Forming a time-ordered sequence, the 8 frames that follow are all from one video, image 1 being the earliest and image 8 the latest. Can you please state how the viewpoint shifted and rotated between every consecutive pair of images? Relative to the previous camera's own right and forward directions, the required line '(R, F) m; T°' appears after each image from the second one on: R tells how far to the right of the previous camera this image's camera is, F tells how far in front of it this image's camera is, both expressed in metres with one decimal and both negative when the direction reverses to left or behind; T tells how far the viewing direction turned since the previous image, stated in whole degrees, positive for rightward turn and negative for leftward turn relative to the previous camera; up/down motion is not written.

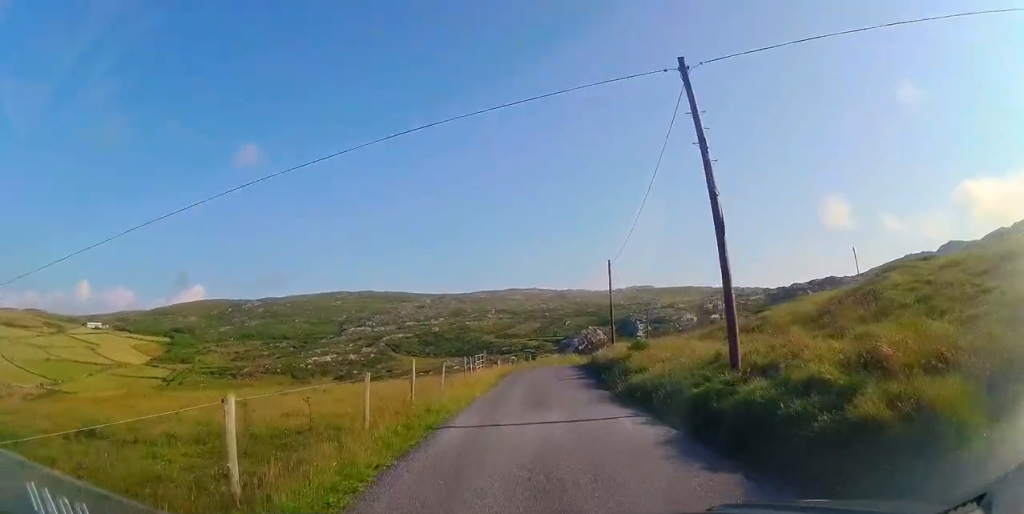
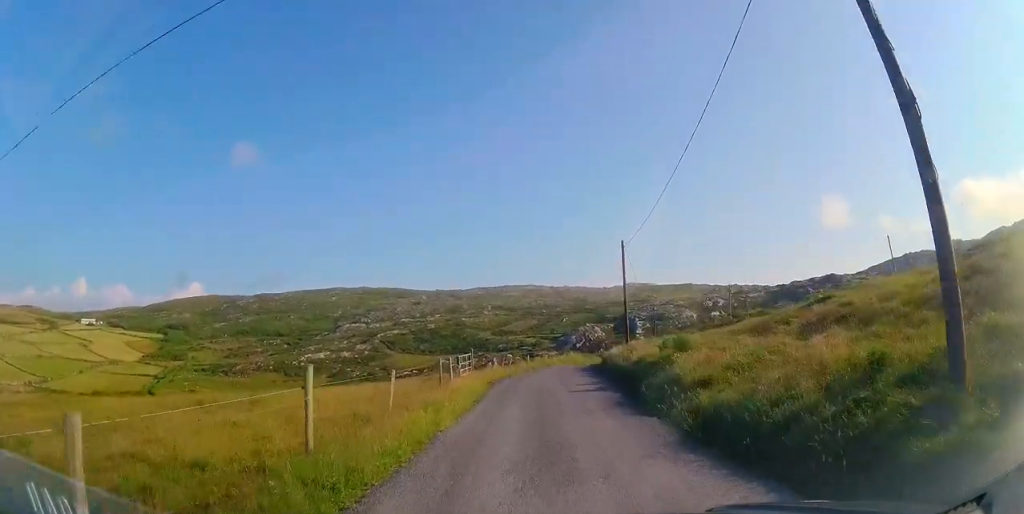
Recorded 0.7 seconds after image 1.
(+0.1, +6.1) m; +1°
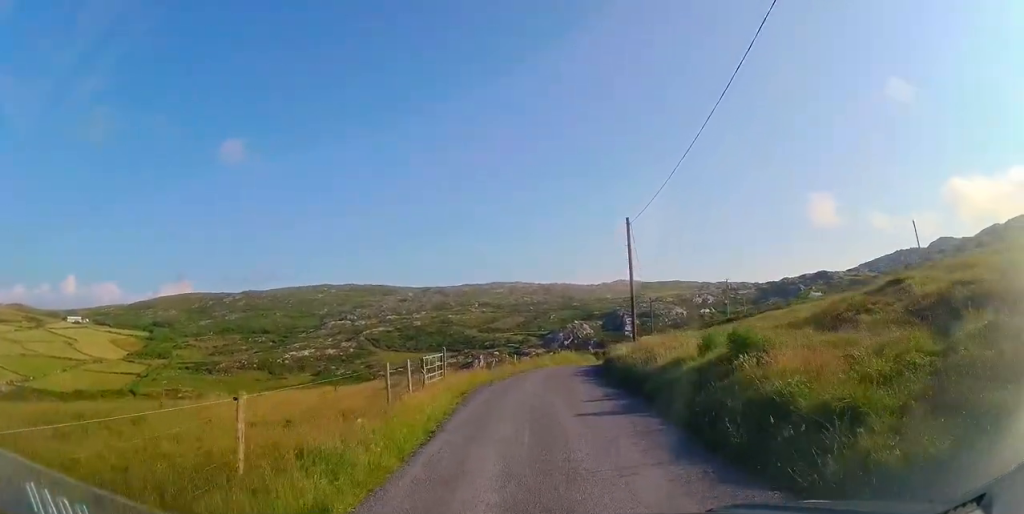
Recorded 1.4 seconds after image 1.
(0.0, +5.4) m; 0°
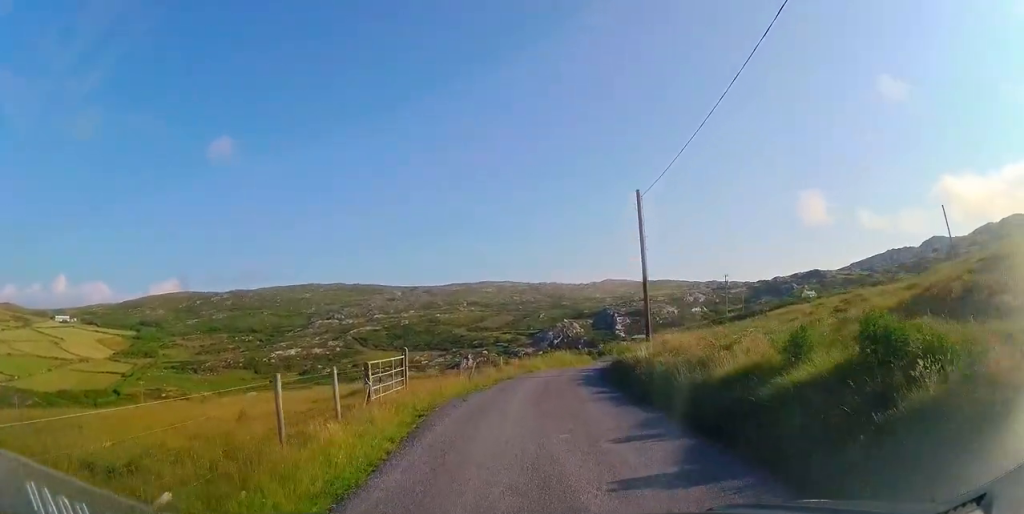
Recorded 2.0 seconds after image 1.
(0.0, +5.4) m; +1°
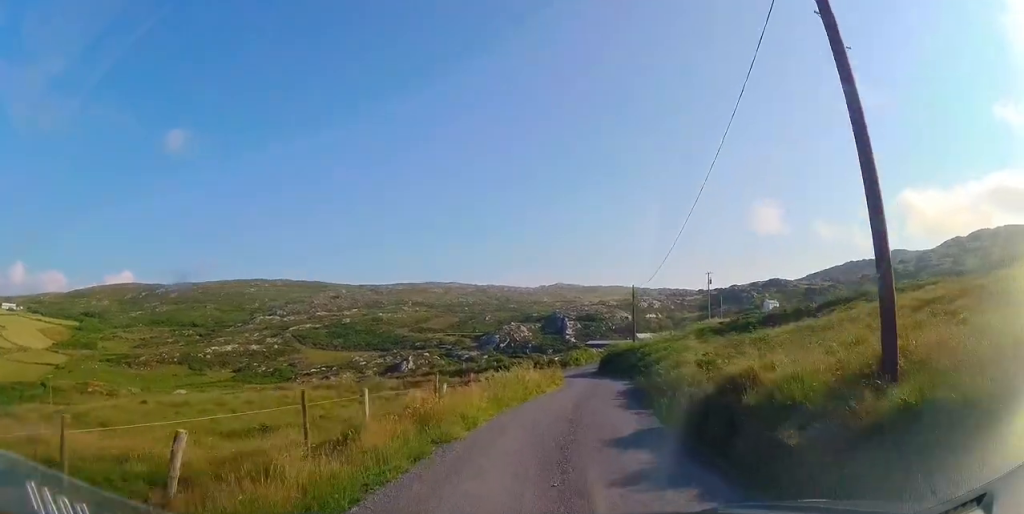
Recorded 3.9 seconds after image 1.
(+1.1, +17.4) m; +6°
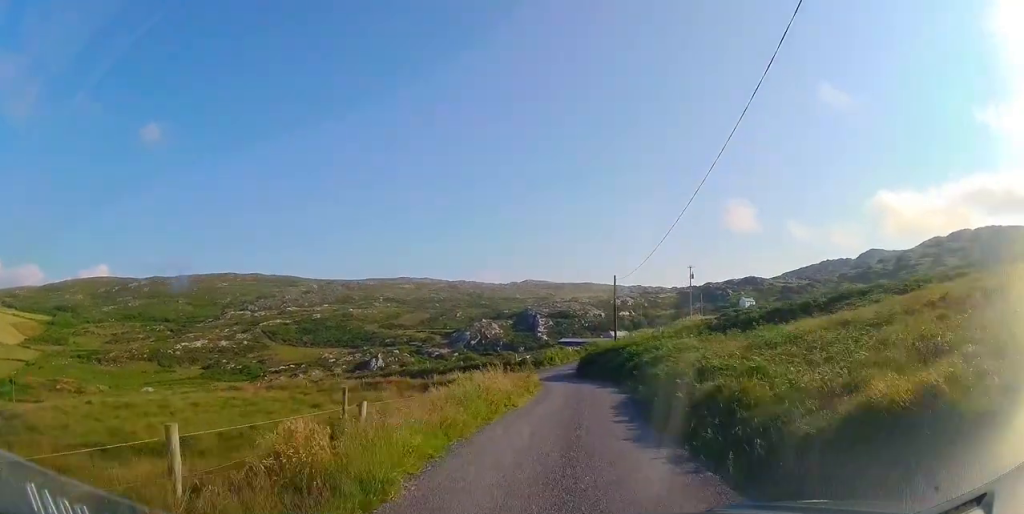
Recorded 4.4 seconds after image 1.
(+0.1, +4.8) m; +1°
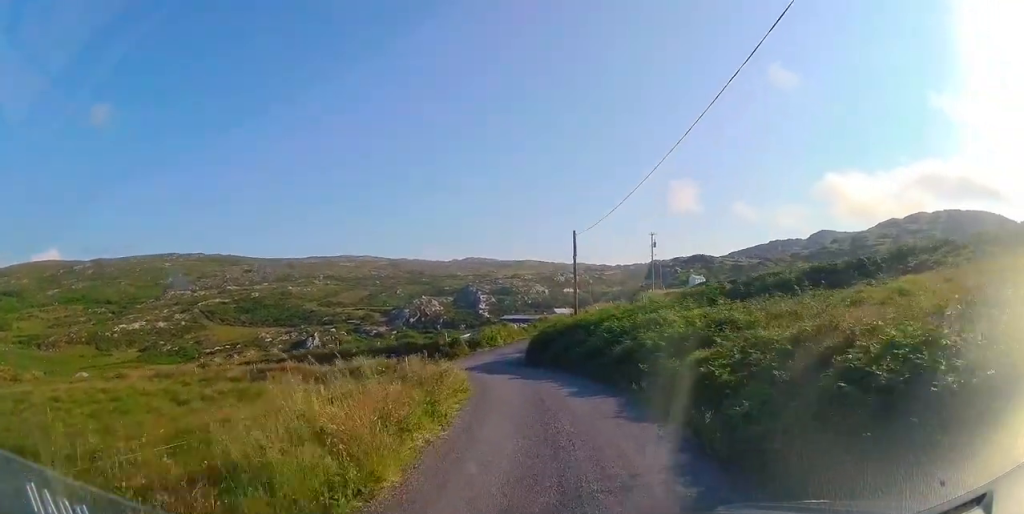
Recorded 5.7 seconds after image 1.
(+0.2, +10.6) m; +4°
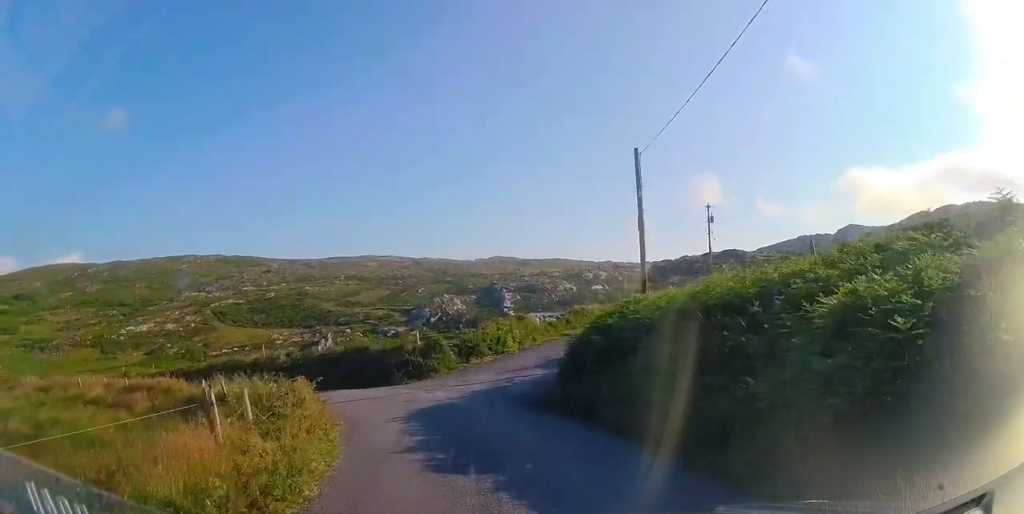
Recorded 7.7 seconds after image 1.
(+0.7, +15.6) m; +1°
